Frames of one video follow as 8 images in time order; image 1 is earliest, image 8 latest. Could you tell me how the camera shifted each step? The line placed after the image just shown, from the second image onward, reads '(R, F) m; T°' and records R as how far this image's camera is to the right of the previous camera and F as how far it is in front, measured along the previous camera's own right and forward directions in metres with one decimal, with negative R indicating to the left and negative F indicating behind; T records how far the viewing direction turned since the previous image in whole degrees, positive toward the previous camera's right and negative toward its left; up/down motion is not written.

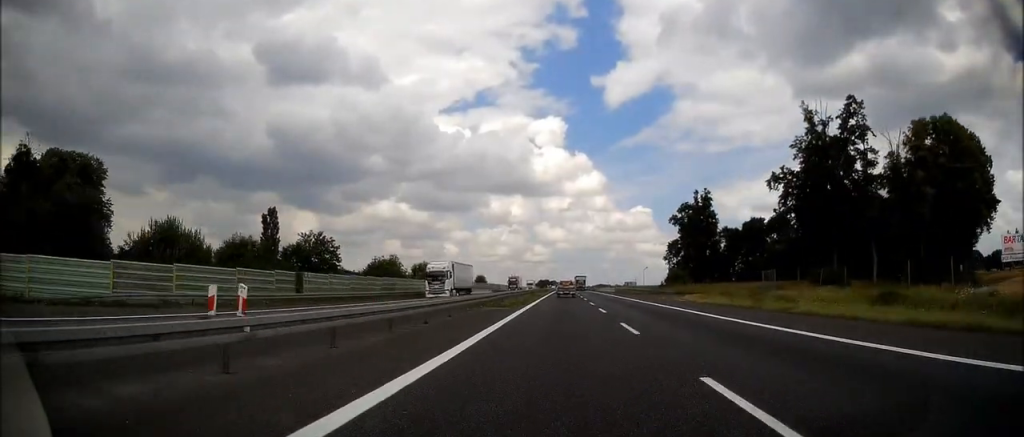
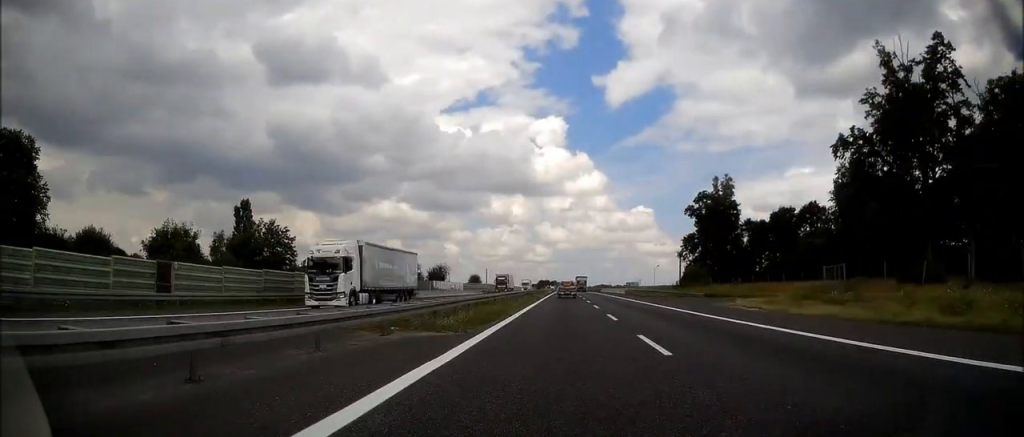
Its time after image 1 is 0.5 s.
(0.0, +16.9) m; 0°
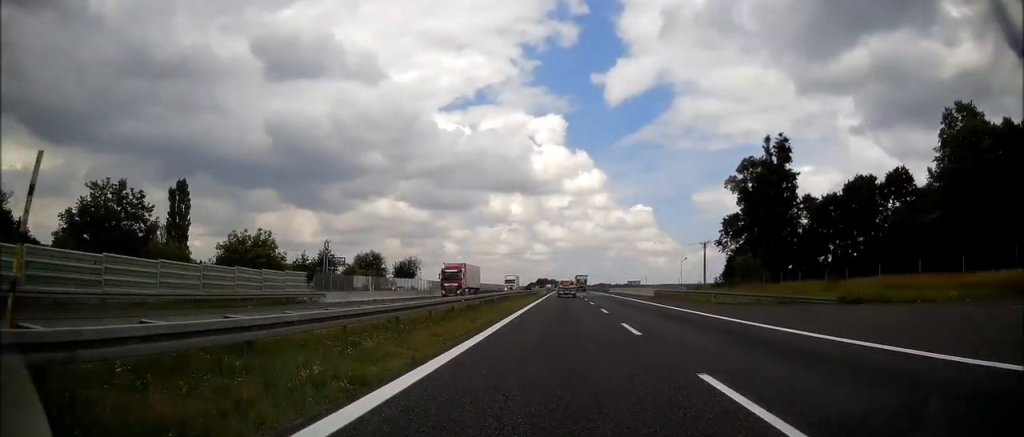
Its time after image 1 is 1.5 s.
(0.0, +30.7) m; 0°
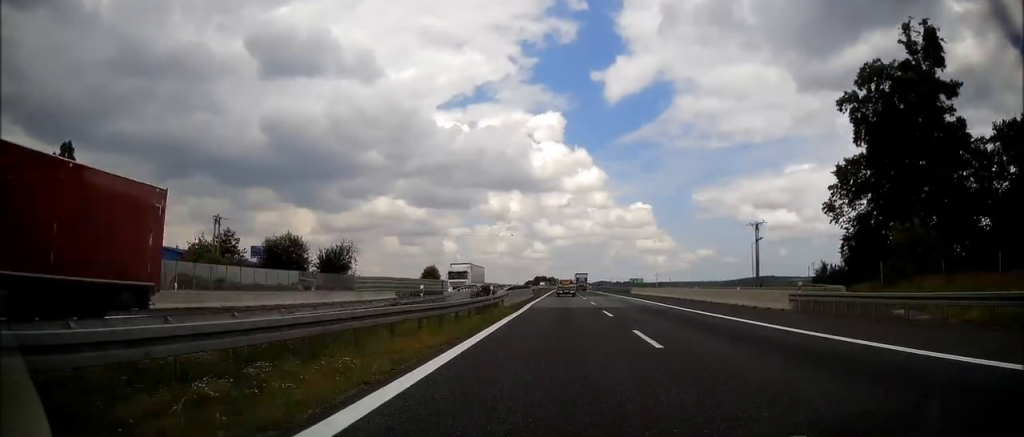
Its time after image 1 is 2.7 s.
(-0.1, +38.1) m; 0°
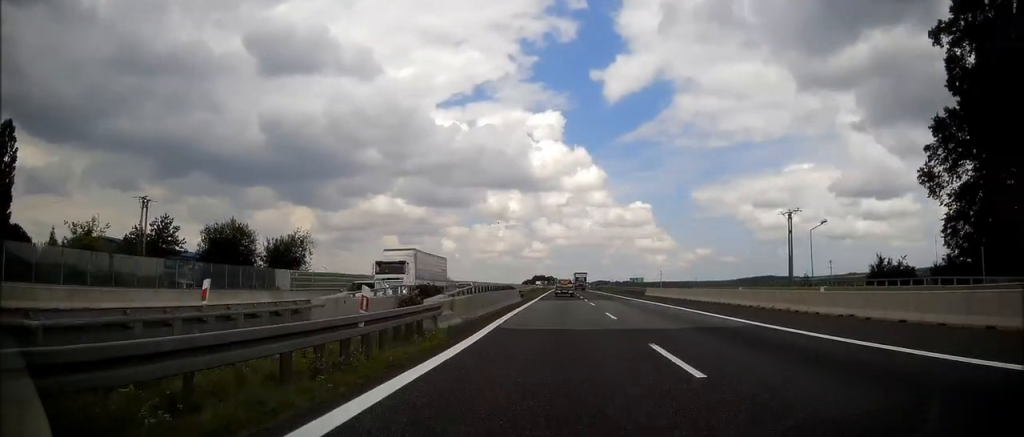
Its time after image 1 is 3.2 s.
(0.0, +15.8) m; 0°
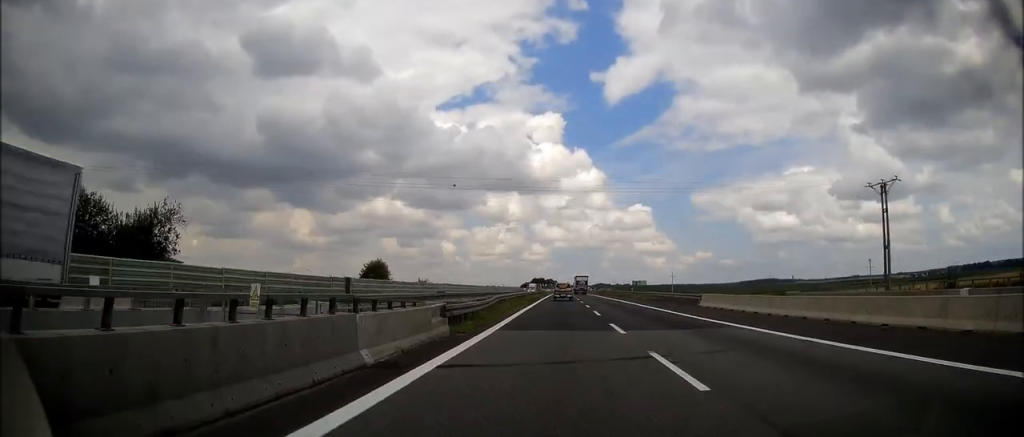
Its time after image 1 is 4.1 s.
(0.0, +27.4) m; 0°
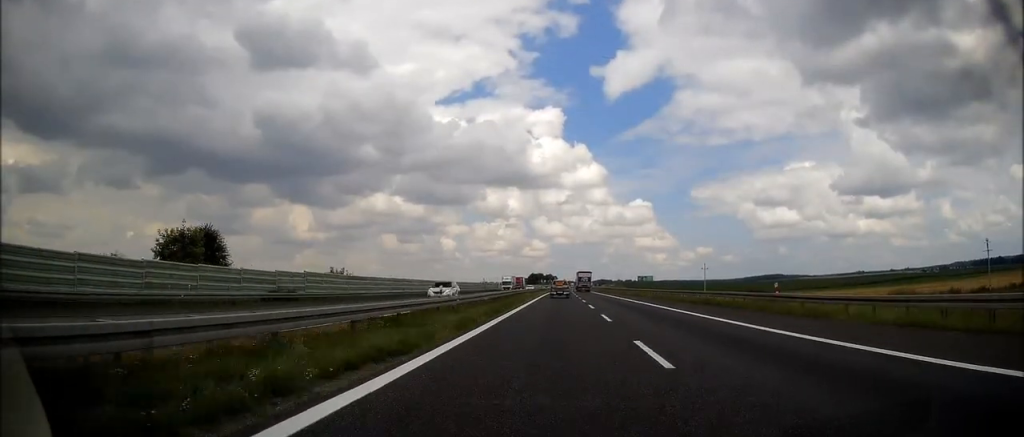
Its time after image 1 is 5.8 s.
(-0.2, +55.4) m; 0°
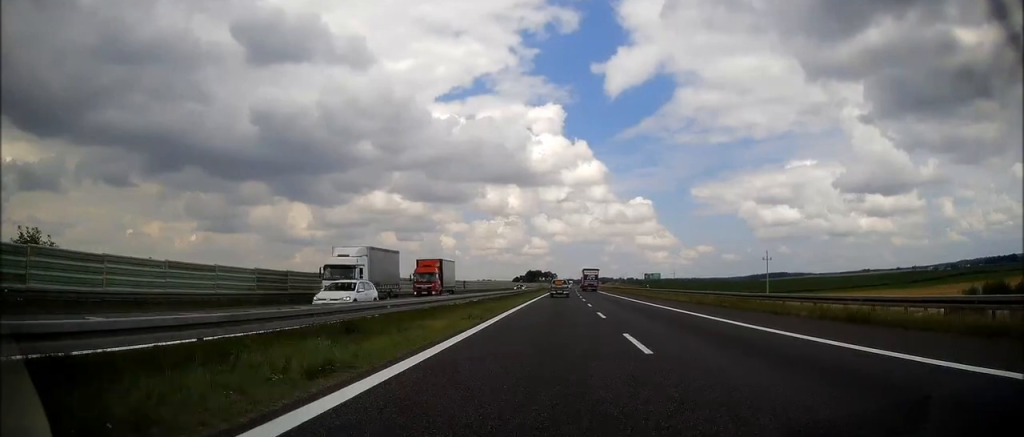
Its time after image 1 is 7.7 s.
(+0.5, +58.3) m; 0°
